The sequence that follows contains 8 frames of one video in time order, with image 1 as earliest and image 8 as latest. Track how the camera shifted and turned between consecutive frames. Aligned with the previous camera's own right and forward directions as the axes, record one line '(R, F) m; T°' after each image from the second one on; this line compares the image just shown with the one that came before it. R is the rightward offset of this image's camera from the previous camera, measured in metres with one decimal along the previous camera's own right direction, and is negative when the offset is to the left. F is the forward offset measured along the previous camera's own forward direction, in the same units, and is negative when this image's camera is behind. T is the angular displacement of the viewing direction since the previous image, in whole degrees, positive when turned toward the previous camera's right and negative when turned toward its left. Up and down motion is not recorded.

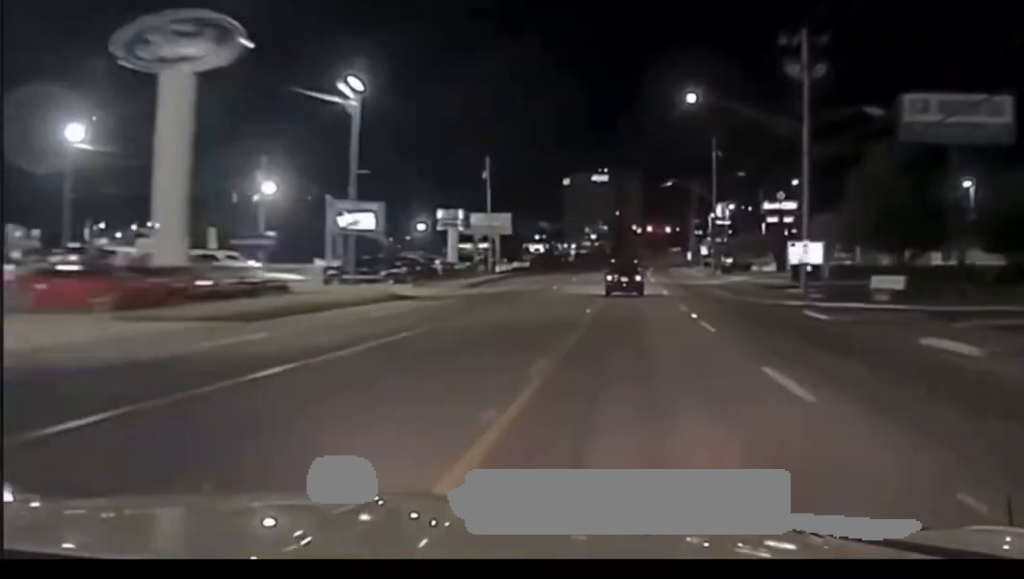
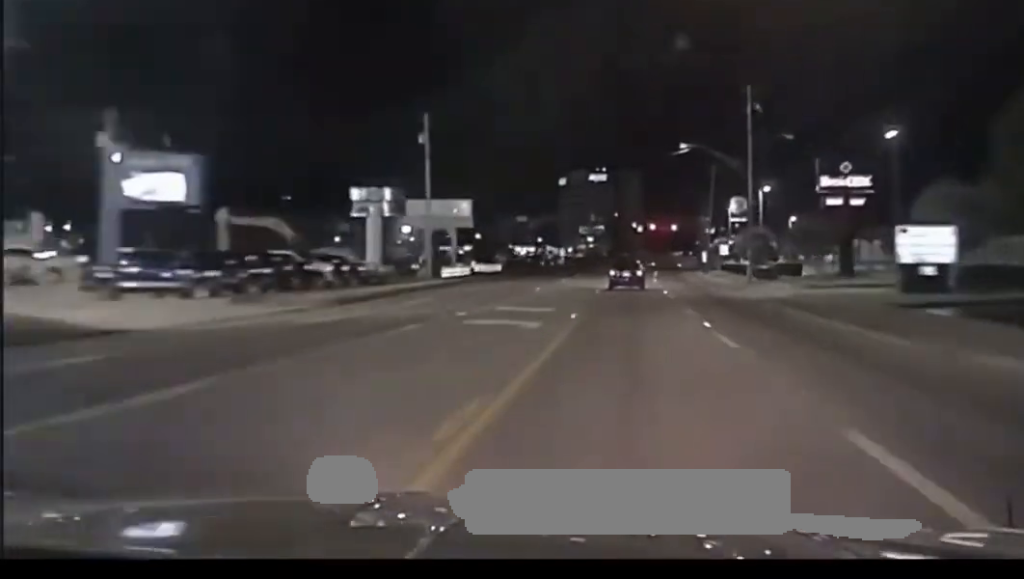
(+0.1, +29.5) m; 0°
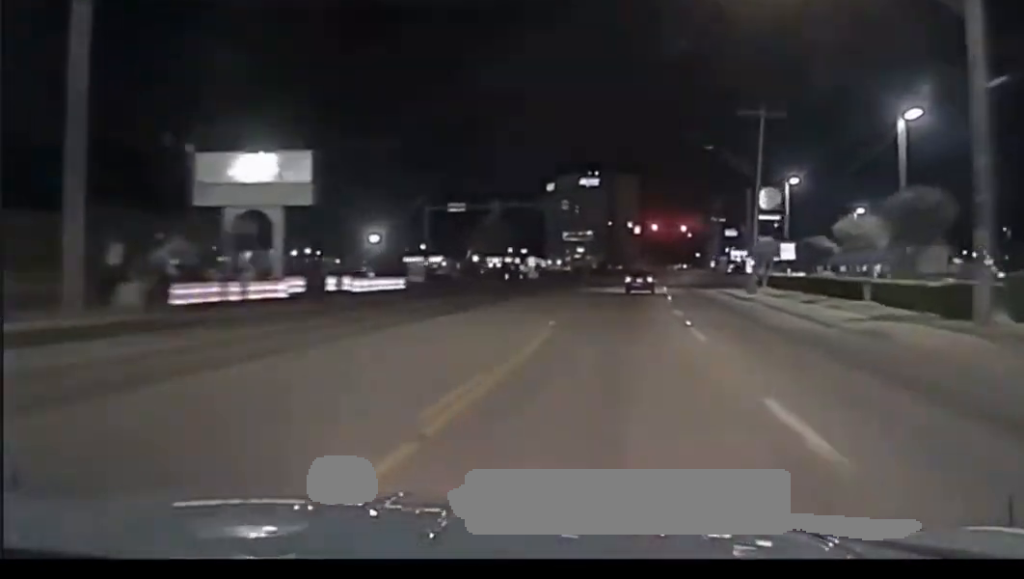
(+0.1, +46.8) m; 0°
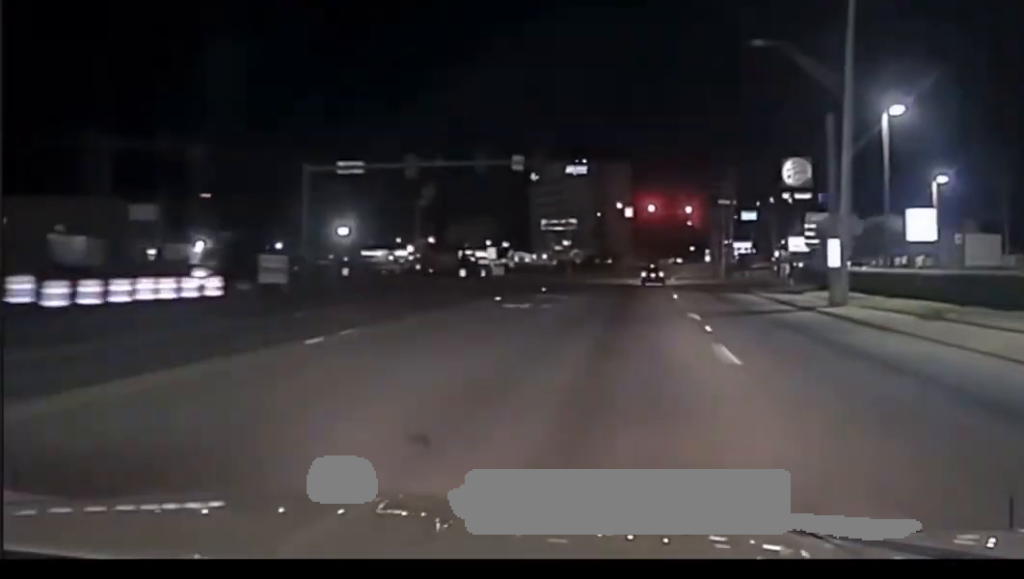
(0.0, +30.0) m; 0°
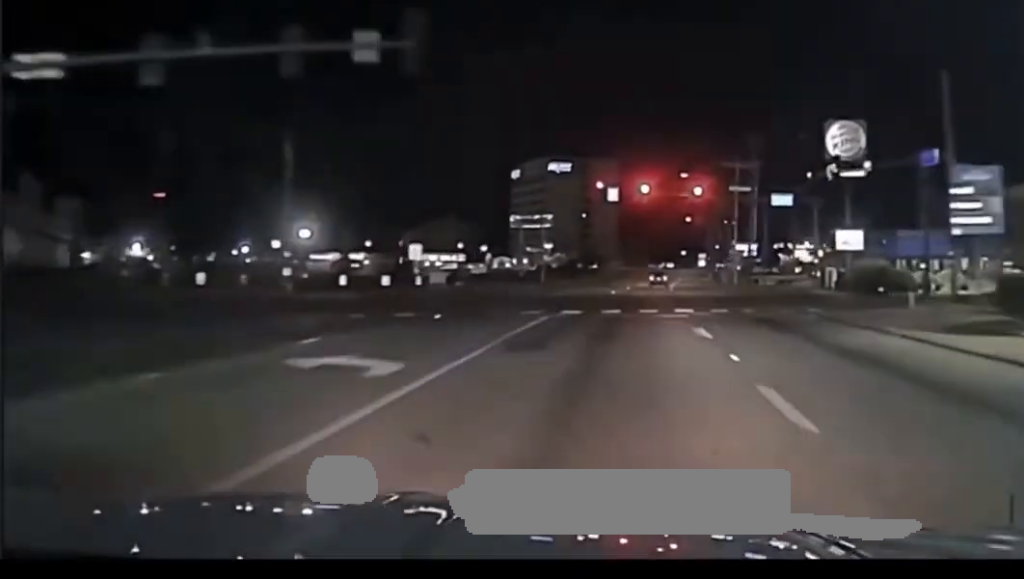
(+0.1, +31.3) m; 0°
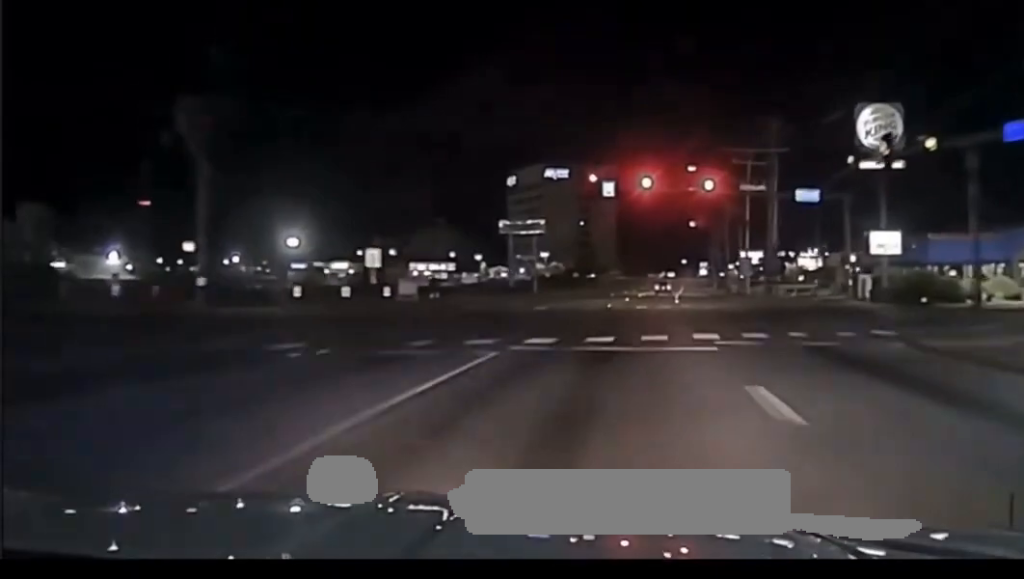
(0.0, +11.8) m; 0°
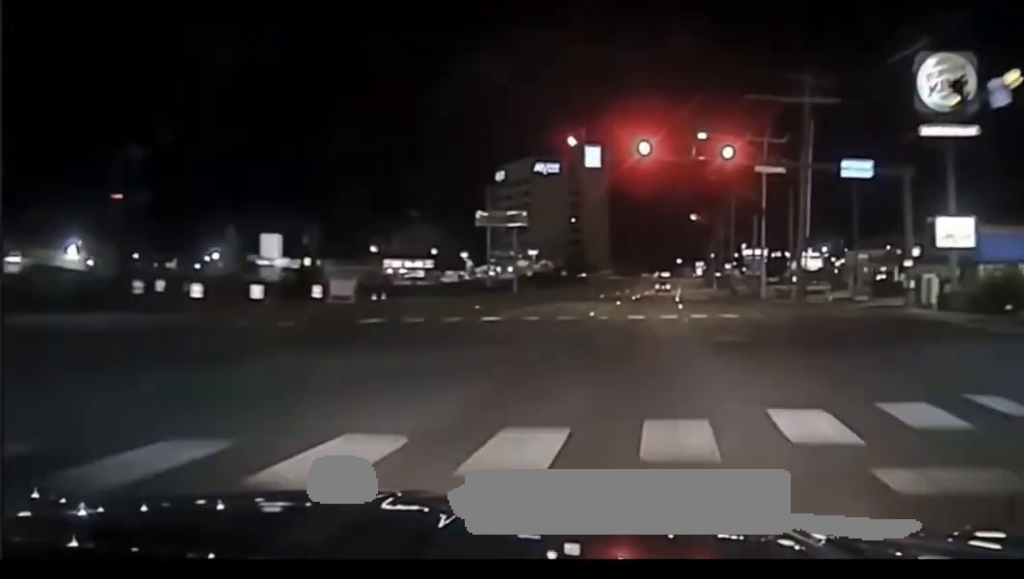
(-0.1, +15.3) m; 0°
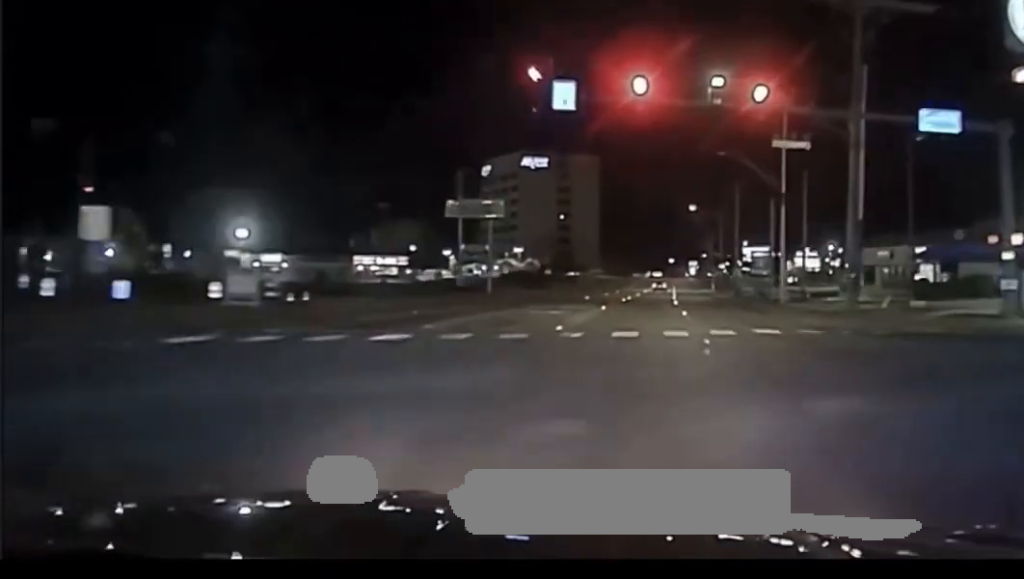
(+0.1, +13.9) m; +1°
